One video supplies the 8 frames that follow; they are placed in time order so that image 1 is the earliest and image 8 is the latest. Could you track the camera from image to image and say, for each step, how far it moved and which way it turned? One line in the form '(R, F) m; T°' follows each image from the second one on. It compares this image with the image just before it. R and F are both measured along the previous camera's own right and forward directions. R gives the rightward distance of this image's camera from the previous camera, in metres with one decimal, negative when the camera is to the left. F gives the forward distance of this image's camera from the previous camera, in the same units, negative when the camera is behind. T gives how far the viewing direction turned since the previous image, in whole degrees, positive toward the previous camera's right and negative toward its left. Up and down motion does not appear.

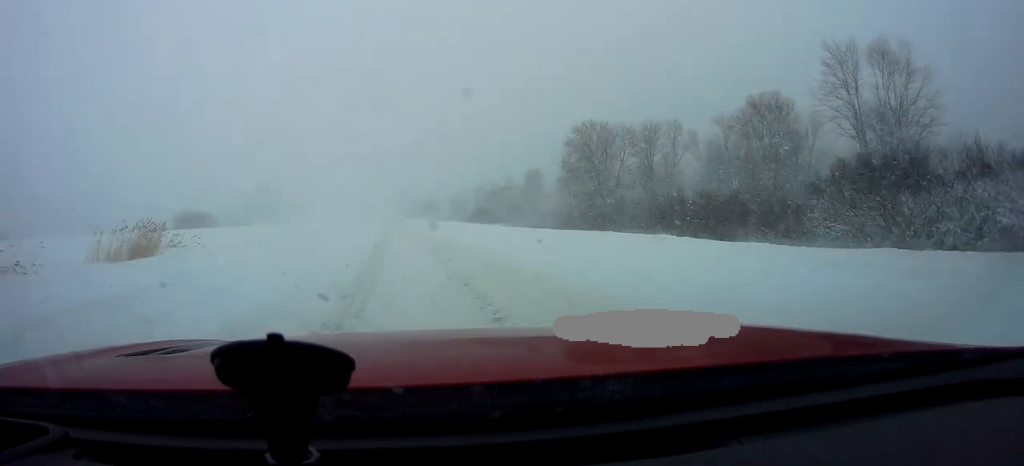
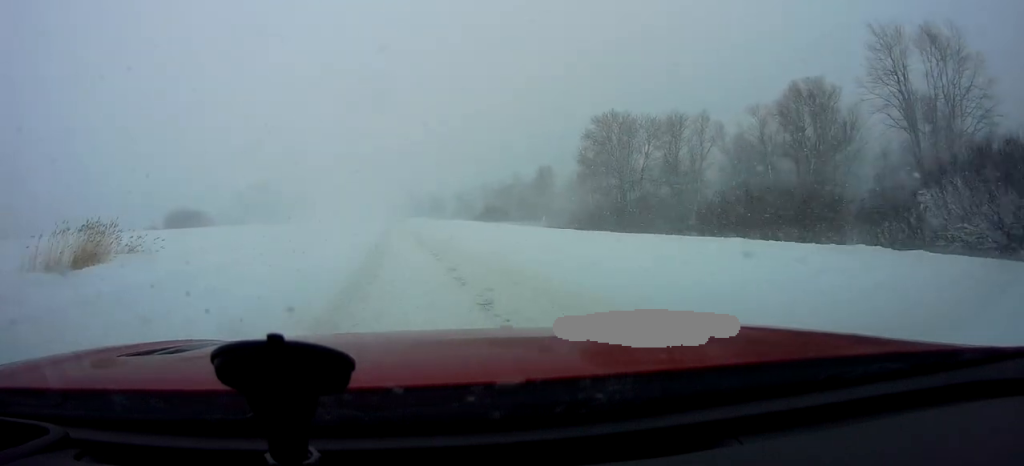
(0.0, +7.2) m; 0°
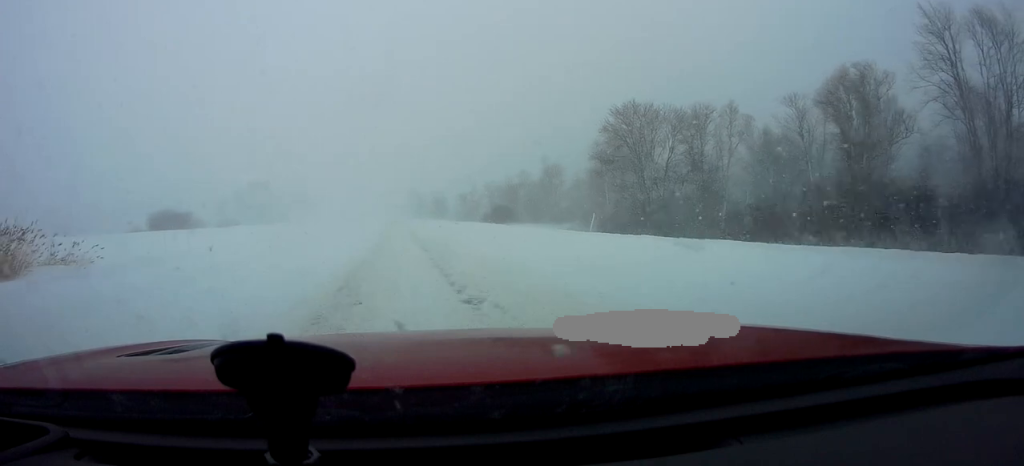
(0.0, +7.6) m; -1°
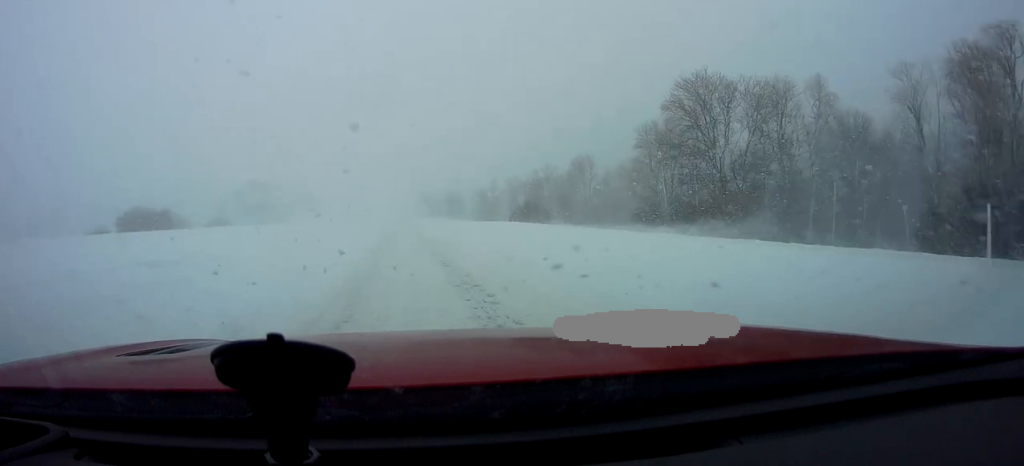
(-0.2, +15.7) m; 0°
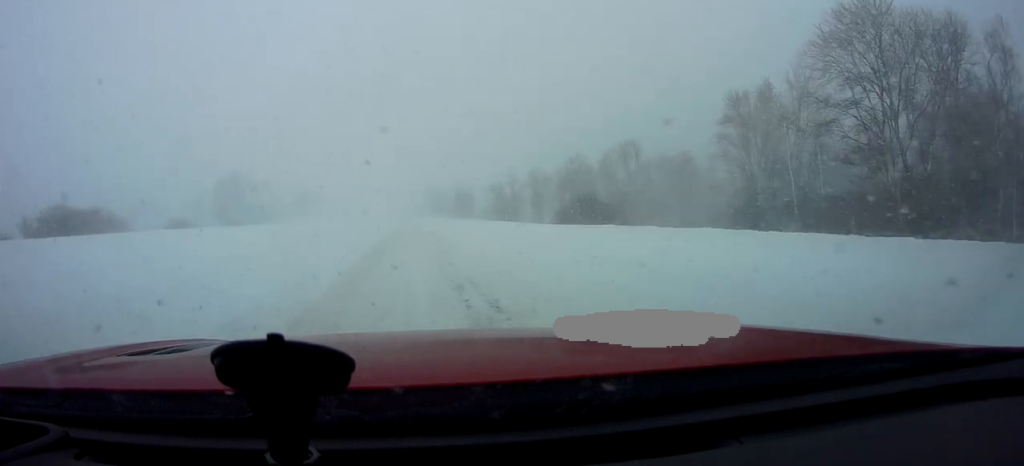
(-0.8, +24.4) m; -3°
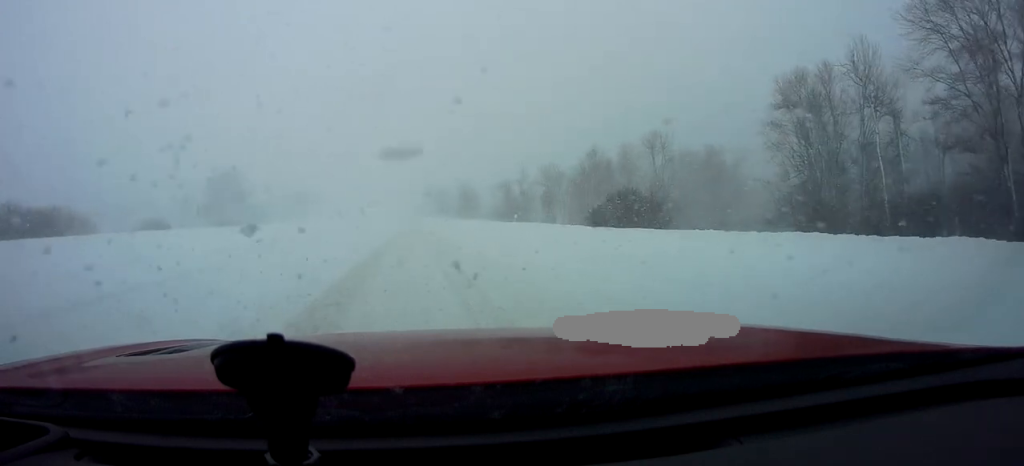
(0.0, +10.7) m; 0°
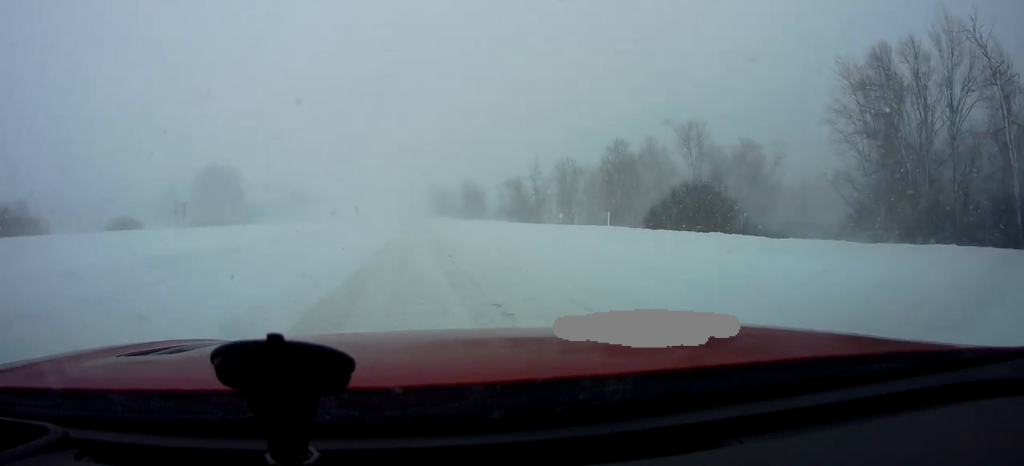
(+0.2, +11.6) m; 0°
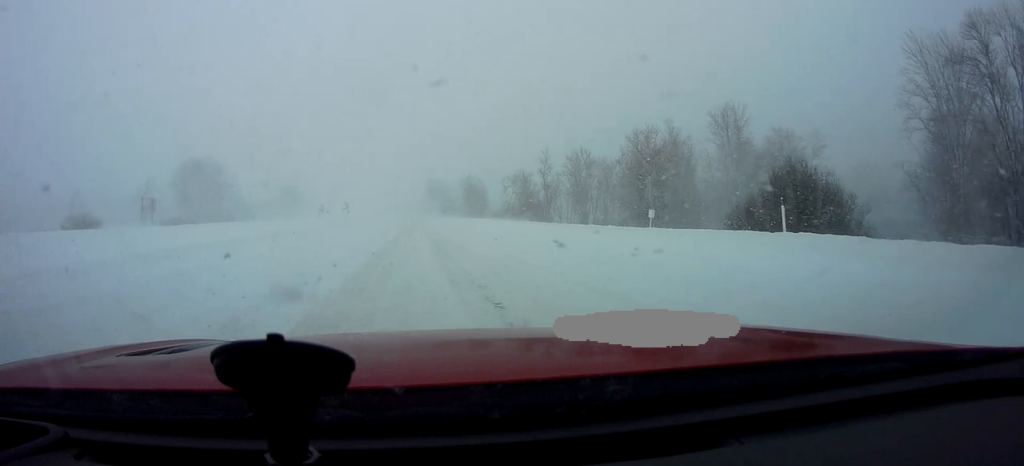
(-0.2, +11.1) m; -2°
